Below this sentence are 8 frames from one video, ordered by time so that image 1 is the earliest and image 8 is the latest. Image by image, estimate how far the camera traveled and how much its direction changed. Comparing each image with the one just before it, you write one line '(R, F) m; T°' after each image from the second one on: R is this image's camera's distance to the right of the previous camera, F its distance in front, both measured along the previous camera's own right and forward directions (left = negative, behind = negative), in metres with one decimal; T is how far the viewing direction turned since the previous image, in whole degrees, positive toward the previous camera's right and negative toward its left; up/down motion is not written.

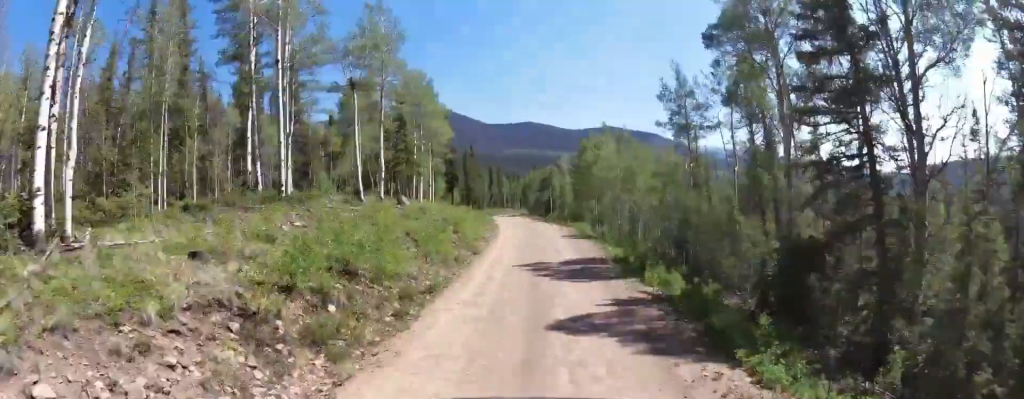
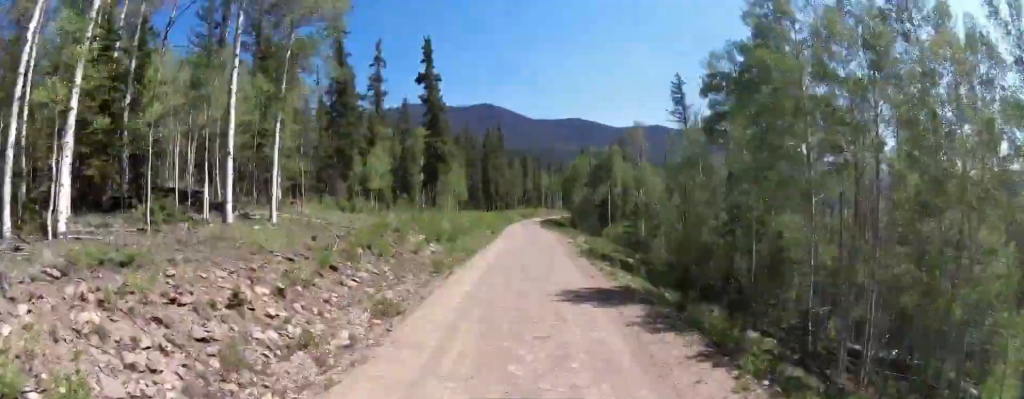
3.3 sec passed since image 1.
(-4.8, +39.0) m; -1°
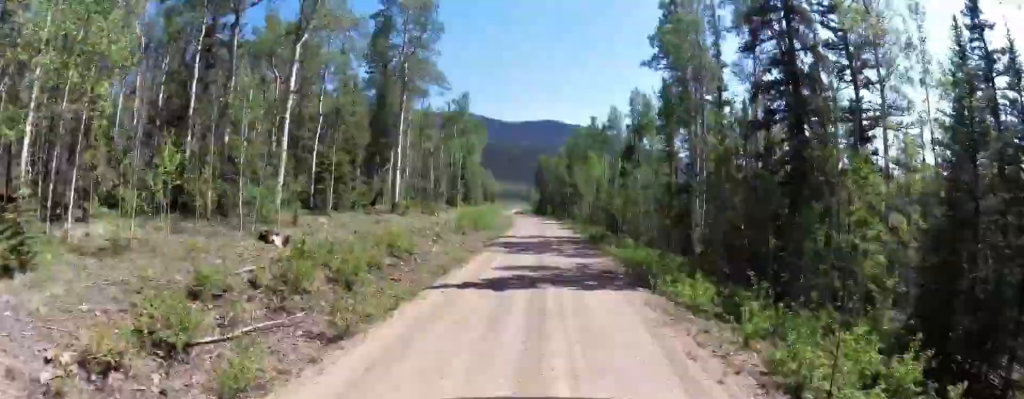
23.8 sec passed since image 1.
(+26.5, +254.0) m; +8°
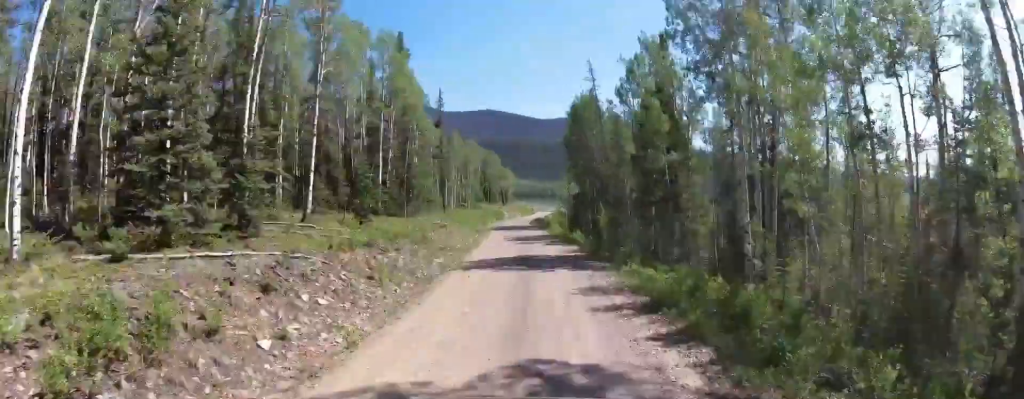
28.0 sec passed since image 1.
(-0.4, +53.9) m; -1°
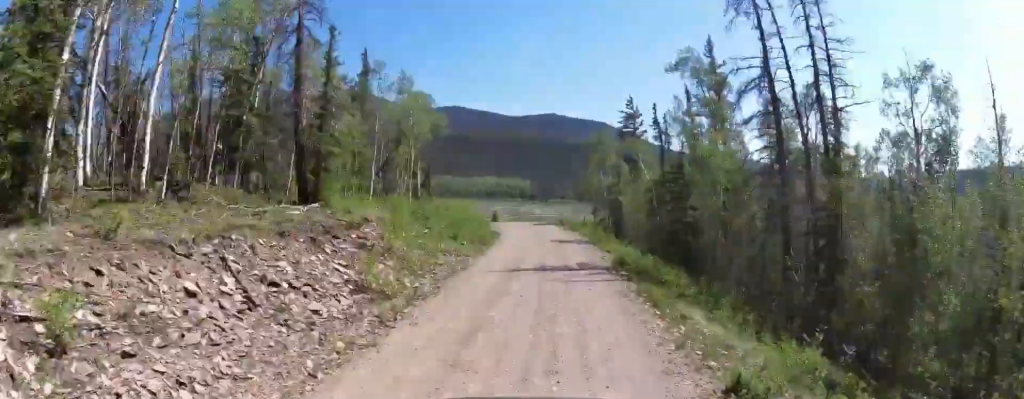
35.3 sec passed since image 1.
(-0.5, +87.3) m; -7°
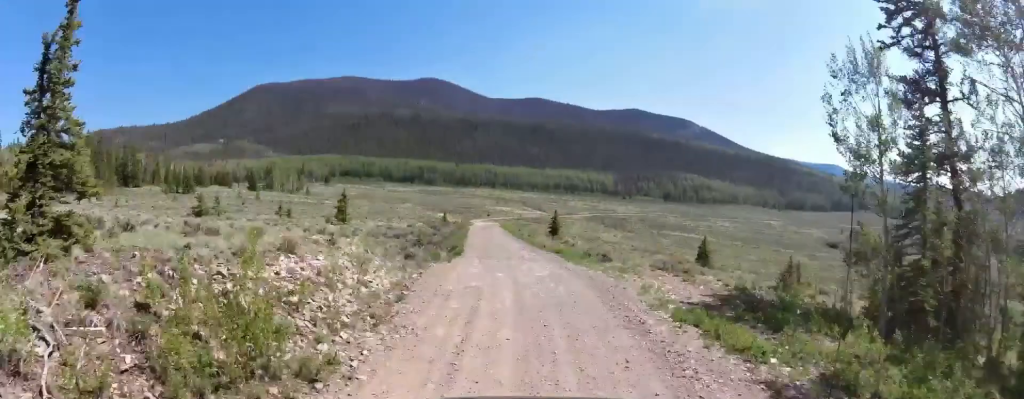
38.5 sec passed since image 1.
(-4.1, +36.1) m; -3°
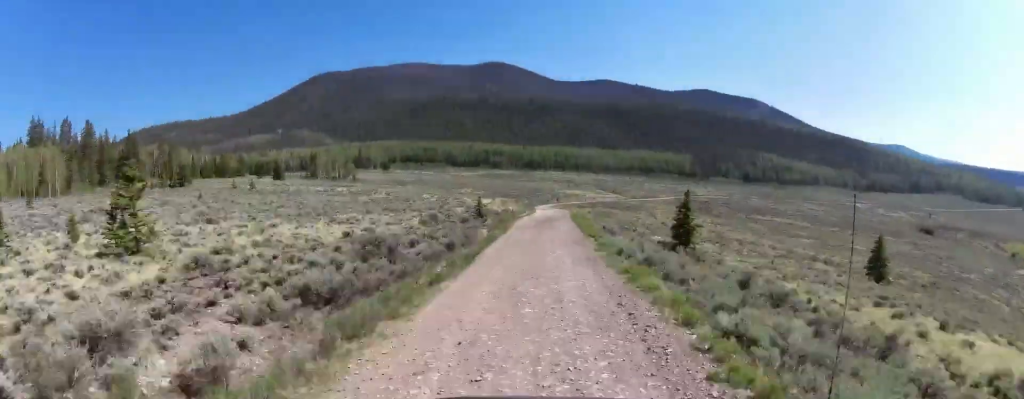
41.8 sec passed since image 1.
(-3.0, +36.0) m; -3°
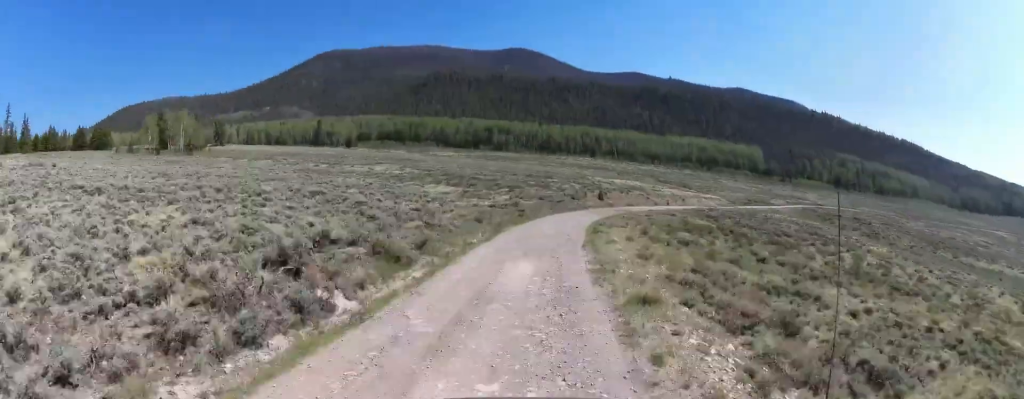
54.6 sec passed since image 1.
(+2.5, +133.9) m; +13°
